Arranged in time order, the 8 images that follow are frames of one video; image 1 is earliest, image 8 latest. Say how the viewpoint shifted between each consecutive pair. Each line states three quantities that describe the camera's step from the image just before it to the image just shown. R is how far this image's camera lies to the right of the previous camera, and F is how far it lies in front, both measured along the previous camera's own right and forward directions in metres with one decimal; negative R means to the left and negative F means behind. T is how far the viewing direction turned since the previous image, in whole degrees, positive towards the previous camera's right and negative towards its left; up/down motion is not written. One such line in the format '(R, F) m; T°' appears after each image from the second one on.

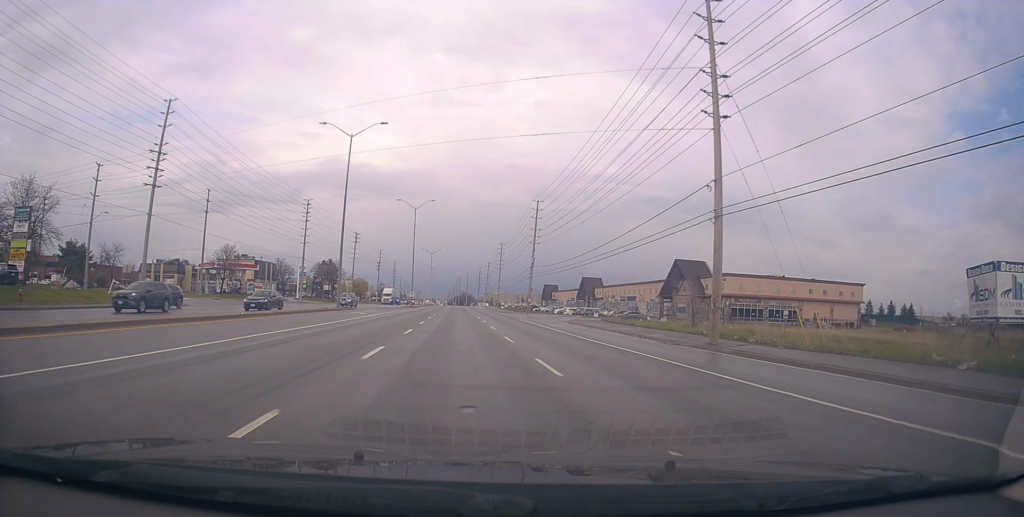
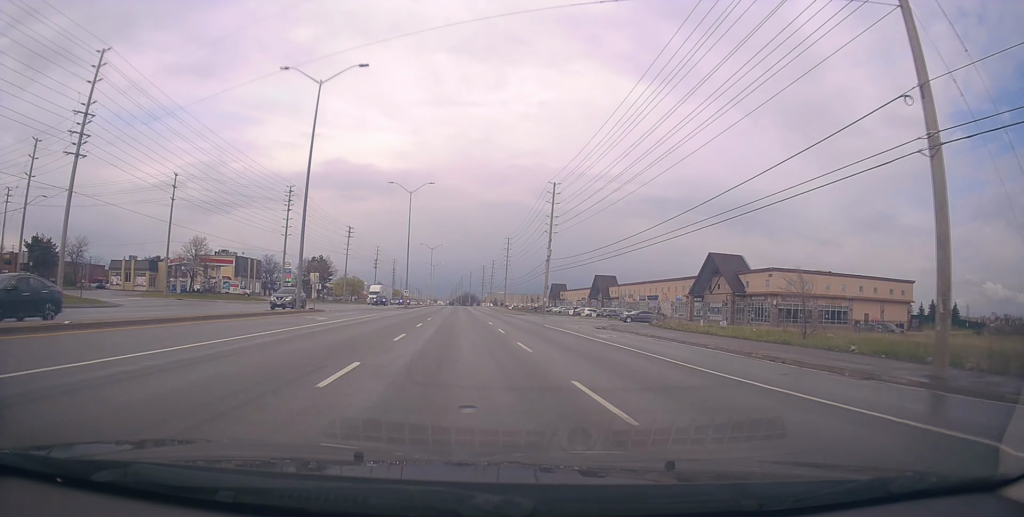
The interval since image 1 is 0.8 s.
(+0.4, +13.0) m; 0°
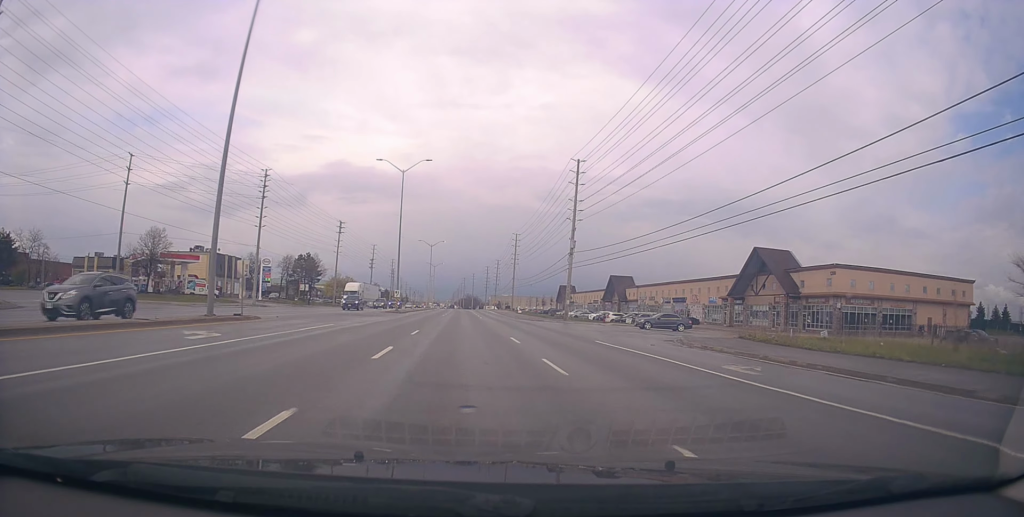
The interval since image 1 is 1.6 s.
(0.0, +13.5) m; -1°
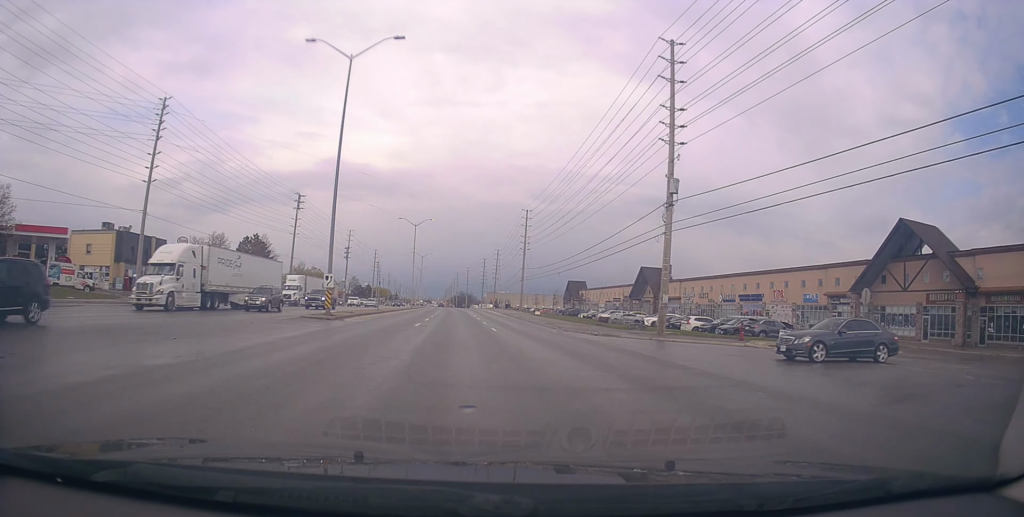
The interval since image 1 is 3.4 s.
(-0.1, +29.0) m; 0°
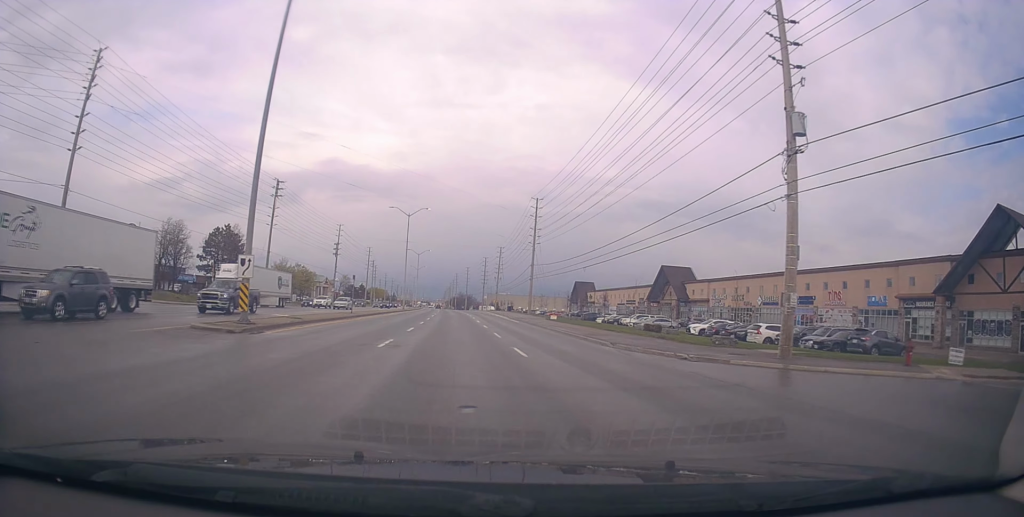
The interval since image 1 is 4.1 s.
(0.0, +12.1) m; -1°
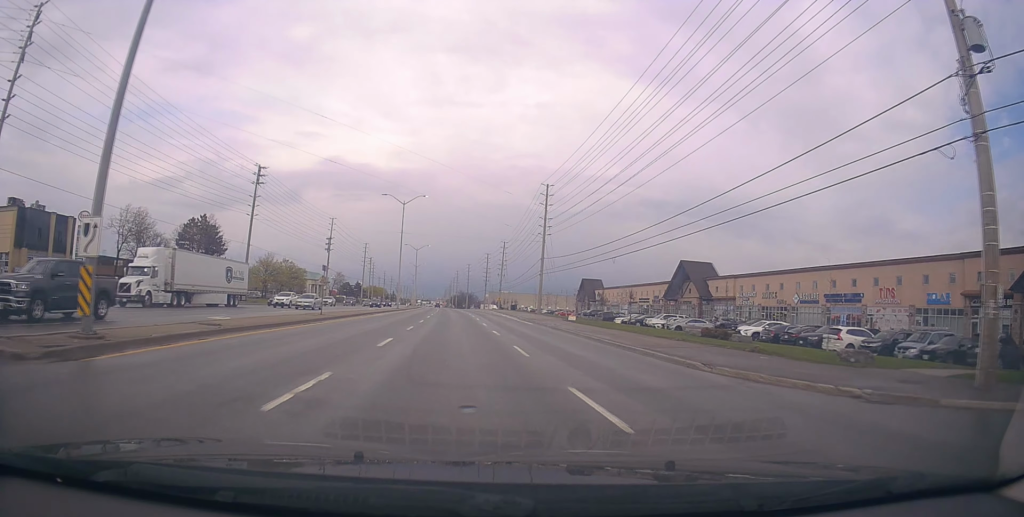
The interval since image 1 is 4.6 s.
(-0.1, +8.8) m; 0°
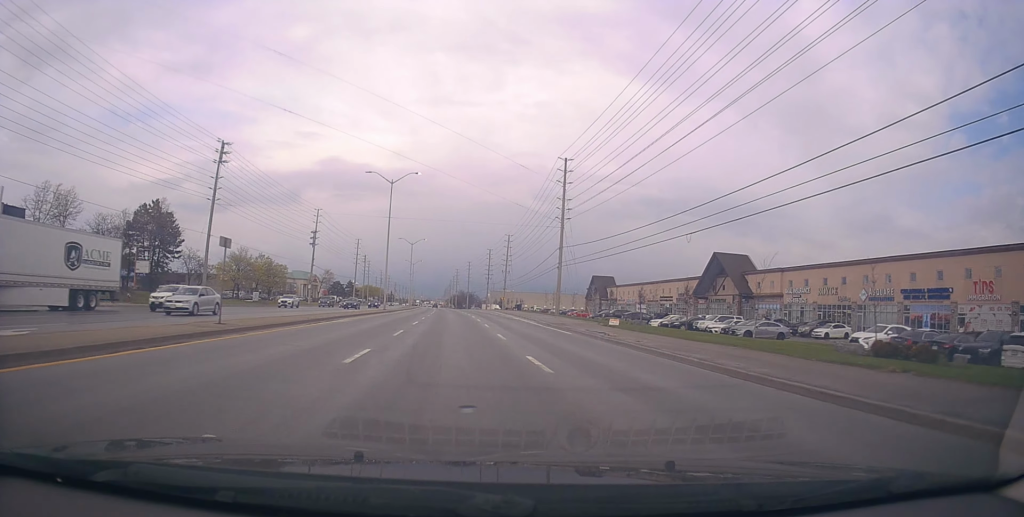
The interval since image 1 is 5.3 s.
(-0.1, +12.7) m; 0°
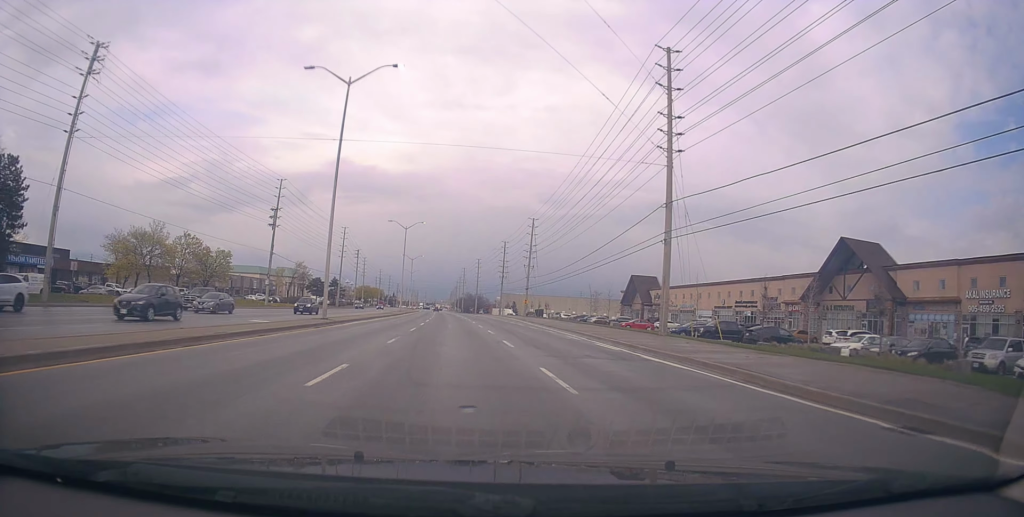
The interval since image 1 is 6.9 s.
(0.0, +29.4) m; 0°
